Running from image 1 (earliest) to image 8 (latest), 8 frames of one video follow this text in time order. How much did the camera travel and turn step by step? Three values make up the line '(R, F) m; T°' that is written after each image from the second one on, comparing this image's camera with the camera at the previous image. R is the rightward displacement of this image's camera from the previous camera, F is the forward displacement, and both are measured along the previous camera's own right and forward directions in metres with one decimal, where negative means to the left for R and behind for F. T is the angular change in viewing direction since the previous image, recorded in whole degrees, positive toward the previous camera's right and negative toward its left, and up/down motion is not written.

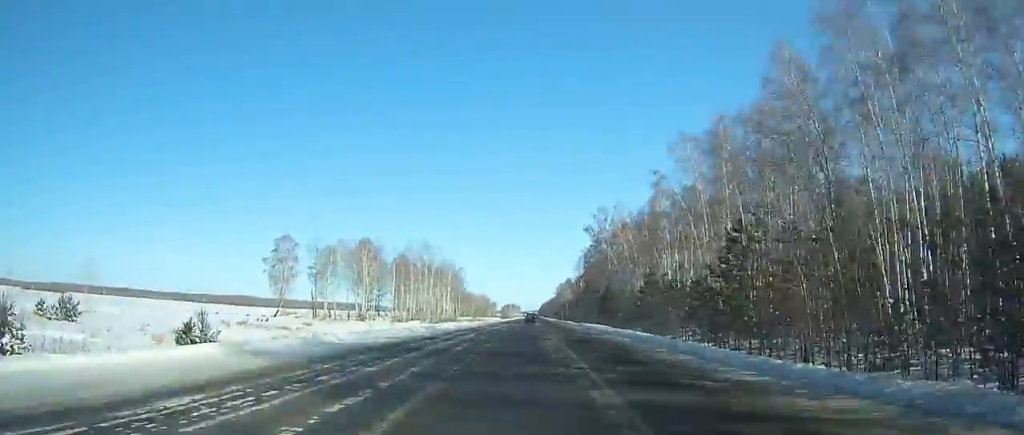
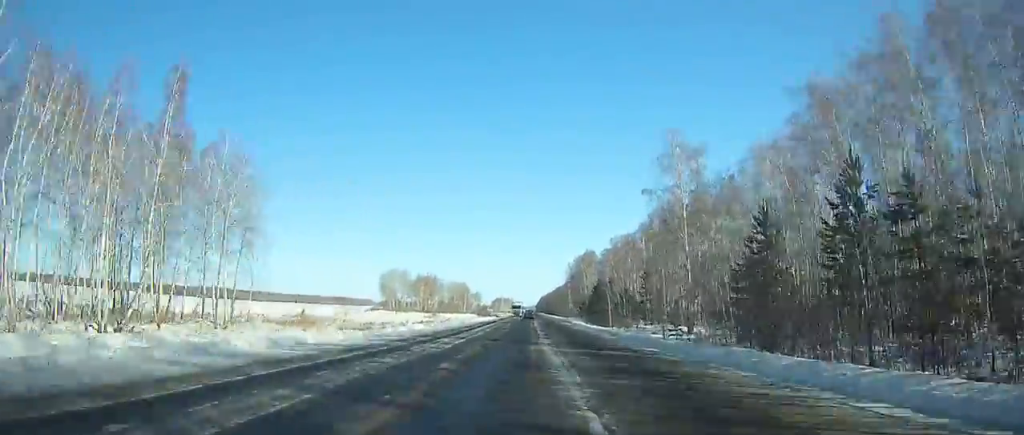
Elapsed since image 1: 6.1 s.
(-0.7, +132.8) m; -1°
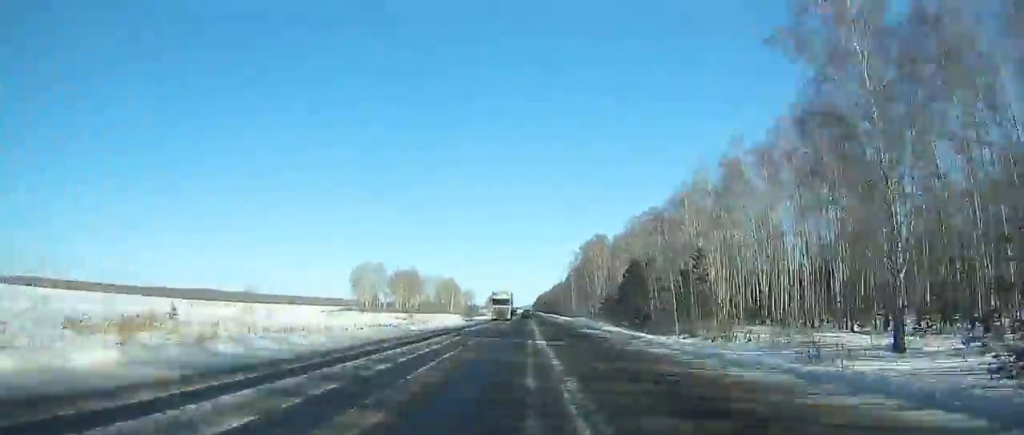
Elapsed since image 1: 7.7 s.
(-0.1, +35.4) m; 0°
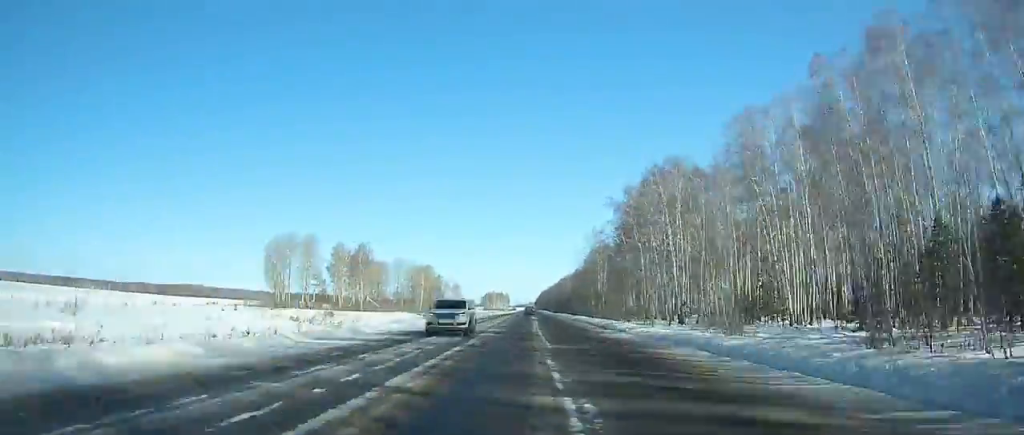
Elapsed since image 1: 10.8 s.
(+0.1, +69.6) m; 0°
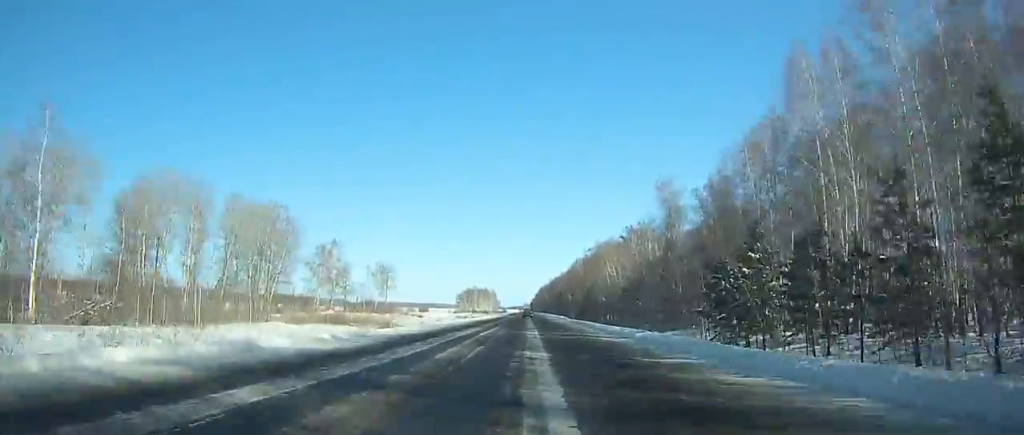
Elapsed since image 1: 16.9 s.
(+1.1, +139.0) m; +1°
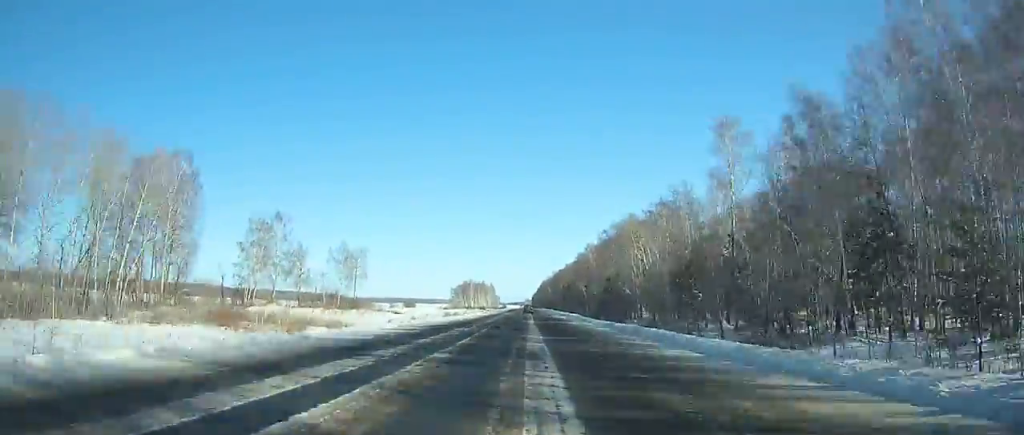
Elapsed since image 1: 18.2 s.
(0.0, +29.9) m; 0°
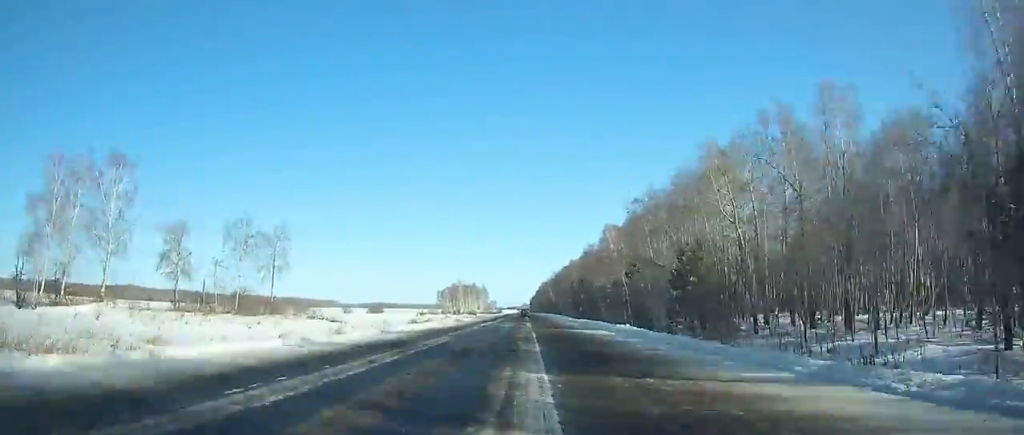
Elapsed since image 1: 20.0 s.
(0.0, +41.4) m; 0°
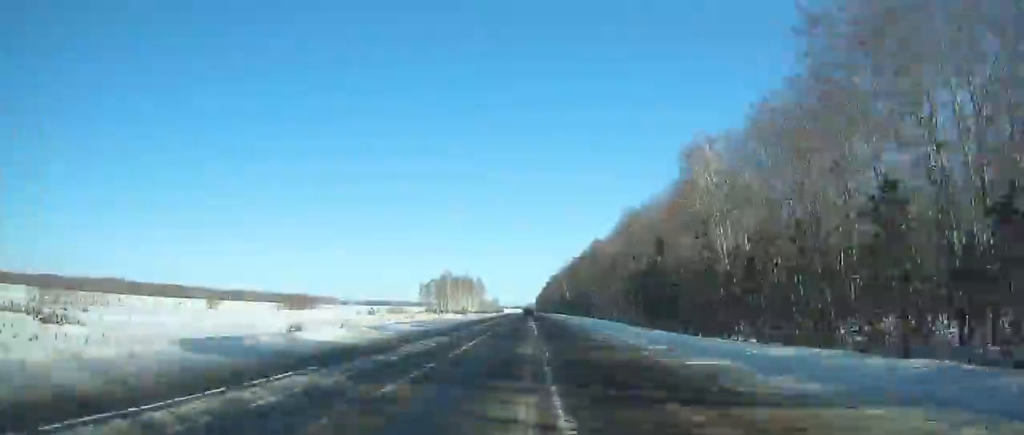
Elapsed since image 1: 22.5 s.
(0.0, +57.8) m; 0°
